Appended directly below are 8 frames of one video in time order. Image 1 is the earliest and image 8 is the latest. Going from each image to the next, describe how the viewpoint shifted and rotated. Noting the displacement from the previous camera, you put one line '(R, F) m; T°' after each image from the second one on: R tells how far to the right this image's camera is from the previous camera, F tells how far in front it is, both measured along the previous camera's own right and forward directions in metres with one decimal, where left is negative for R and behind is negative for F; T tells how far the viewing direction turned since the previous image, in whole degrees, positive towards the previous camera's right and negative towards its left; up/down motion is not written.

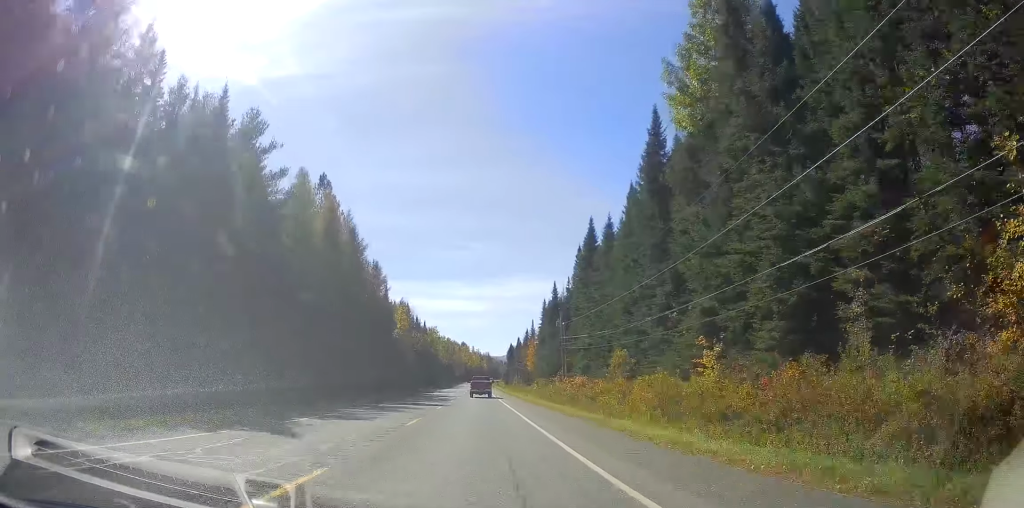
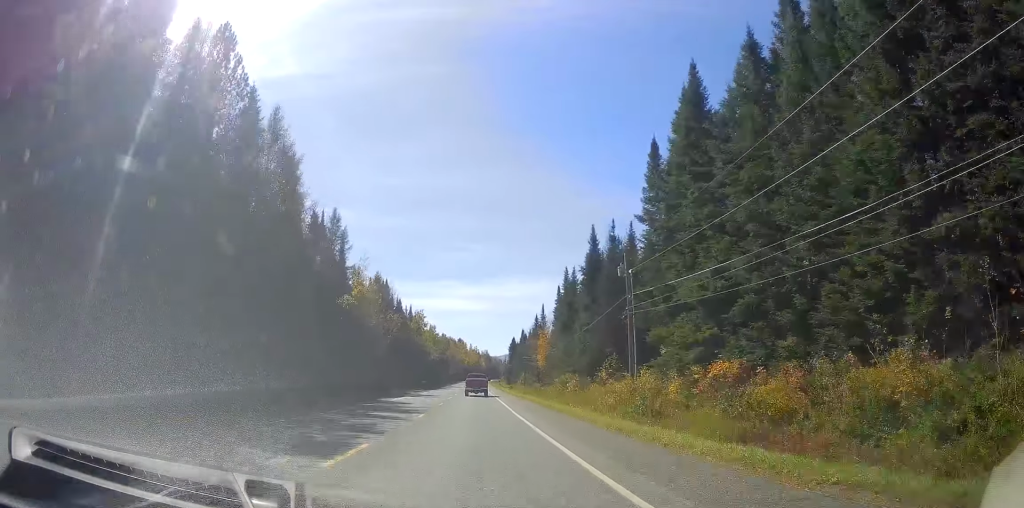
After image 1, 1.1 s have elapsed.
(+0.5, +32.3) m; -1°
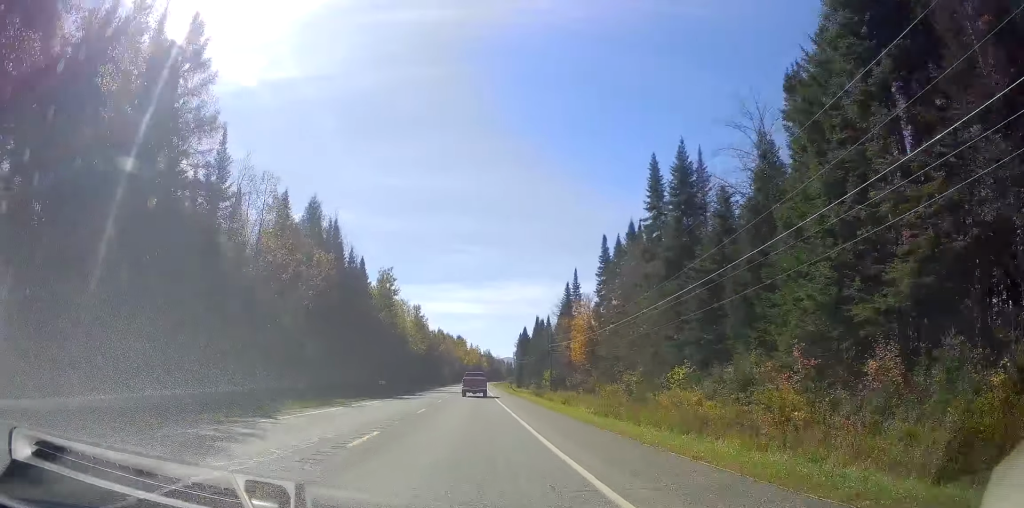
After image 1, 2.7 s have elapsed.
(-0.8, +44.5) m; 0°
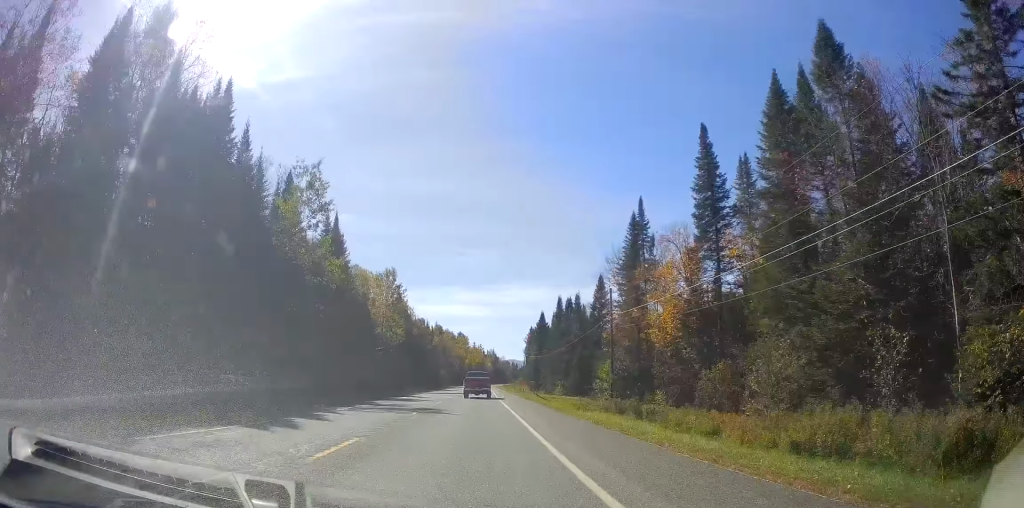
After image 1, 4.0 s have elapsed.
(+0.3, +36.7) m; +1°
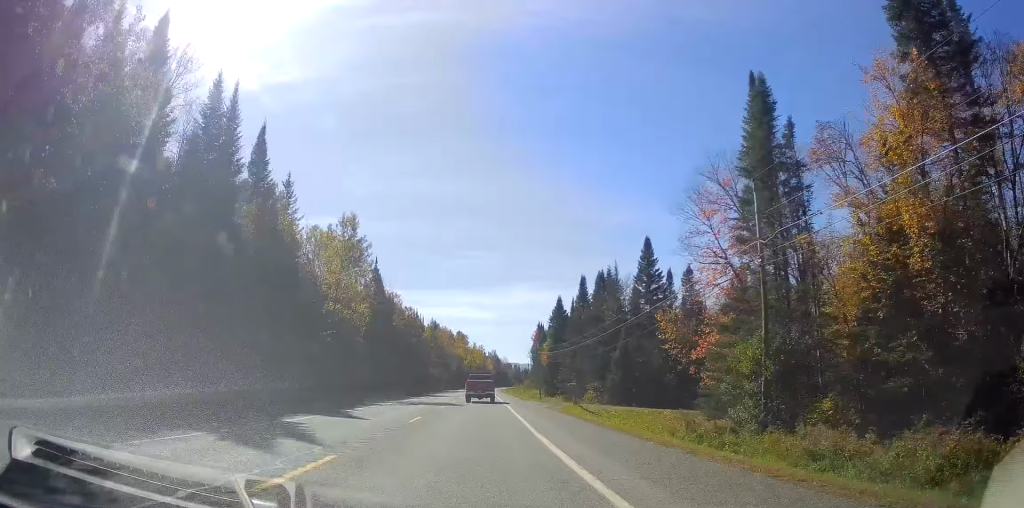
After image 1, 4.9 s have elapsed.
(+0.1, +25.6) m; 0°
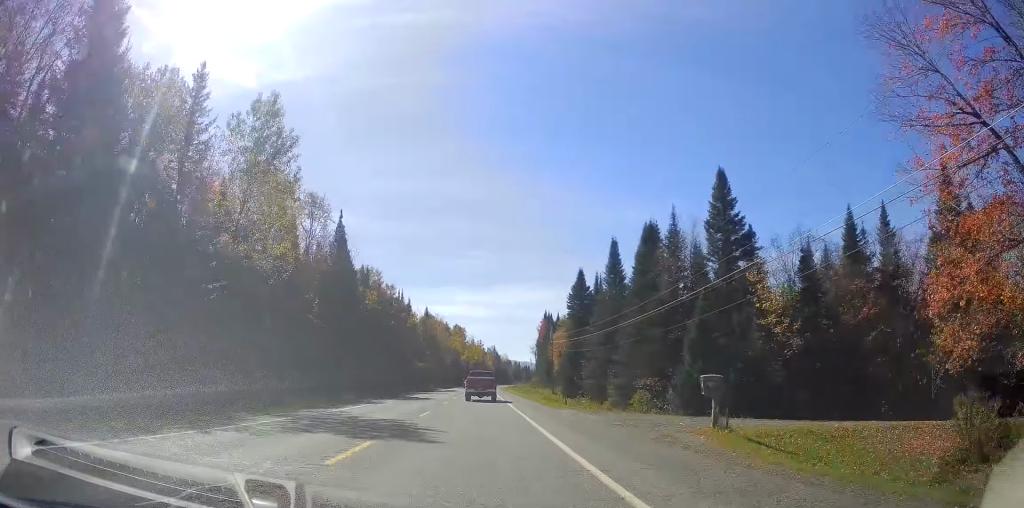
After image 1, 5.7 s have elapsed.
(-0.1, +21.8) m; 0°
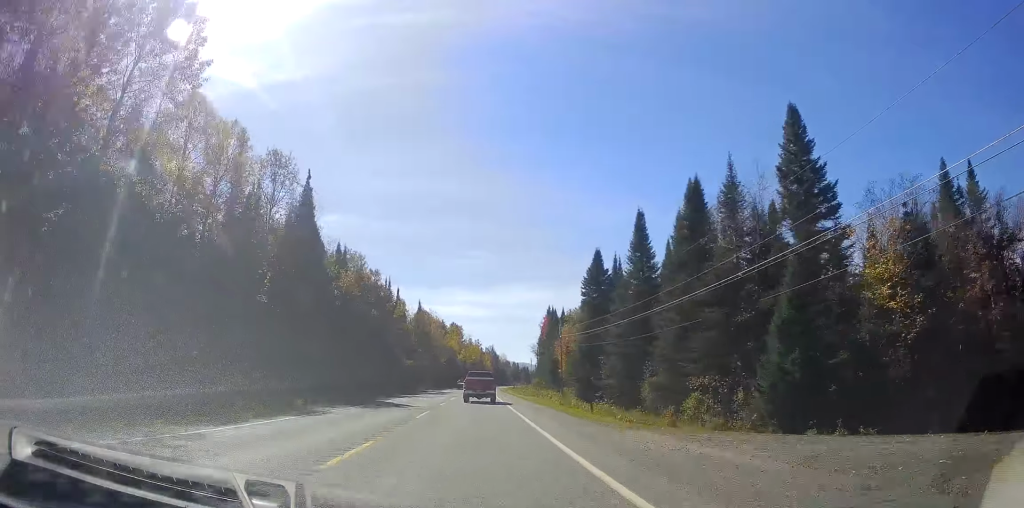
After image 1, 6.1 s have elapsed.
(-0.3, +12.3) m; 0°
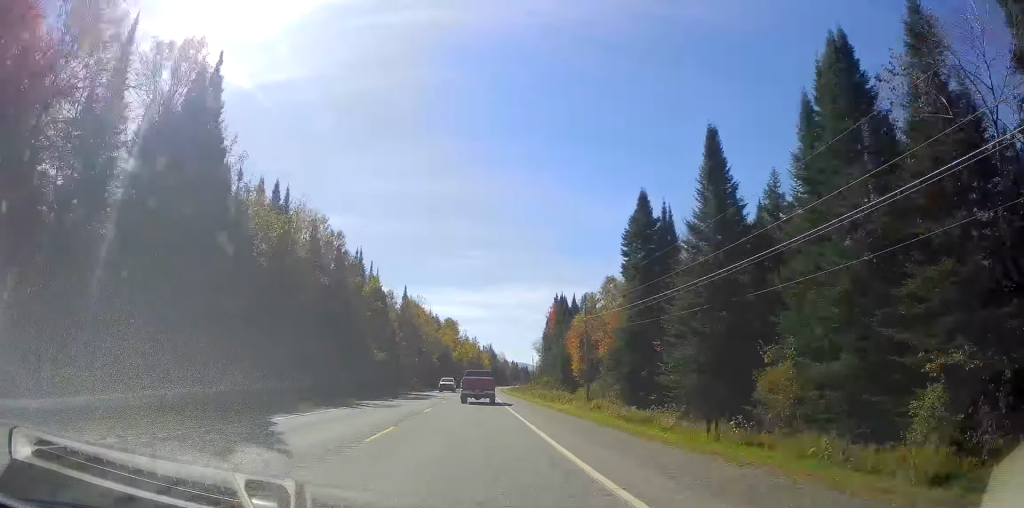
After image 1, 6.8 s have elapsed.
(+0.5, +19.8) m; +1°
